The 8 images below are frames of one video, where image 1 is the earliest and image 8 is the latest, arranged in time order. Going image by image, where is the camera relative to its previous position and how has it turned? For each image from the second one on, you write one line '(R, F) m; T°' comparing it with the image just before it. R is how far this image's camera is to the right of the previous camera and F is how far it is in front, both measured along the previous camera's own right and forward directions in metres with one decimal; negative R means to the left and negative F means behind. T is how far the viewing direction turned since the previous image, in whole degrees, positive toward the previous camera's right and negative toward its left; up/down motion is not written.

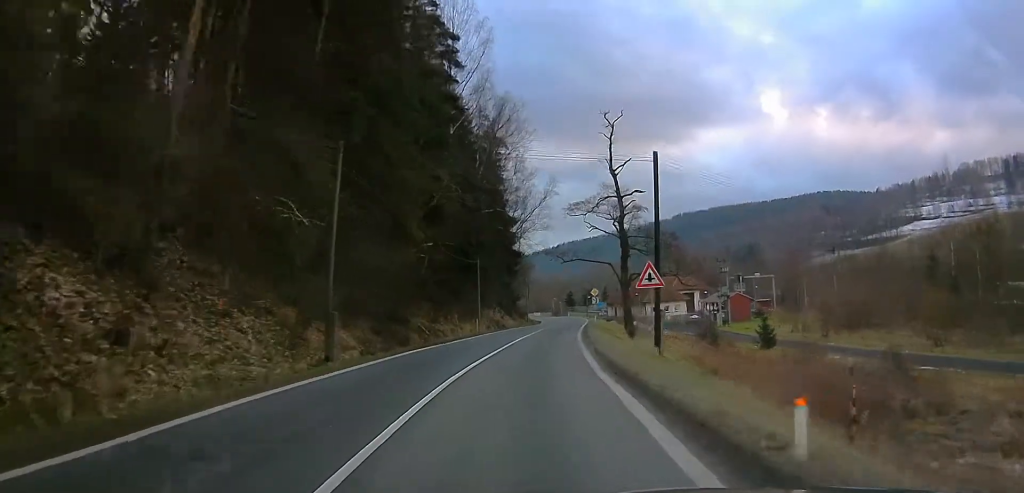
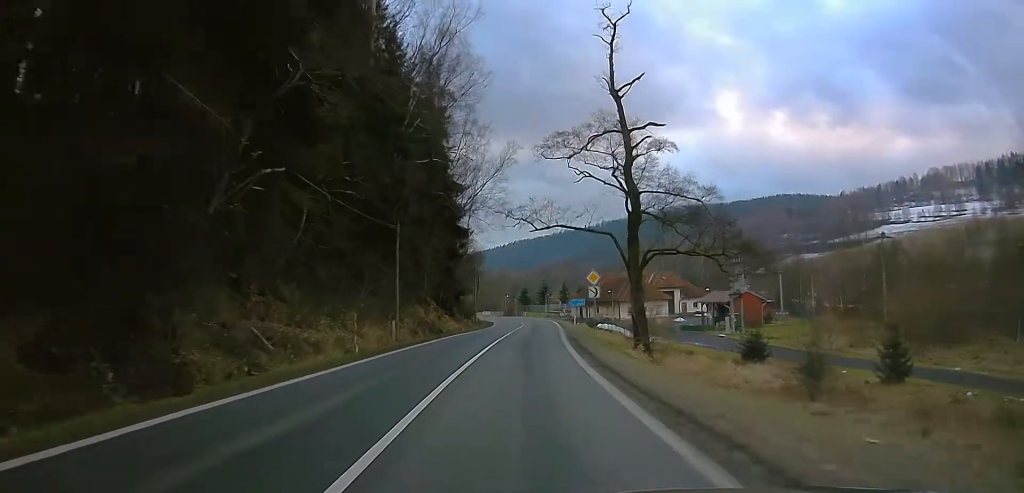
(+1.0, +20.8) m; +5°
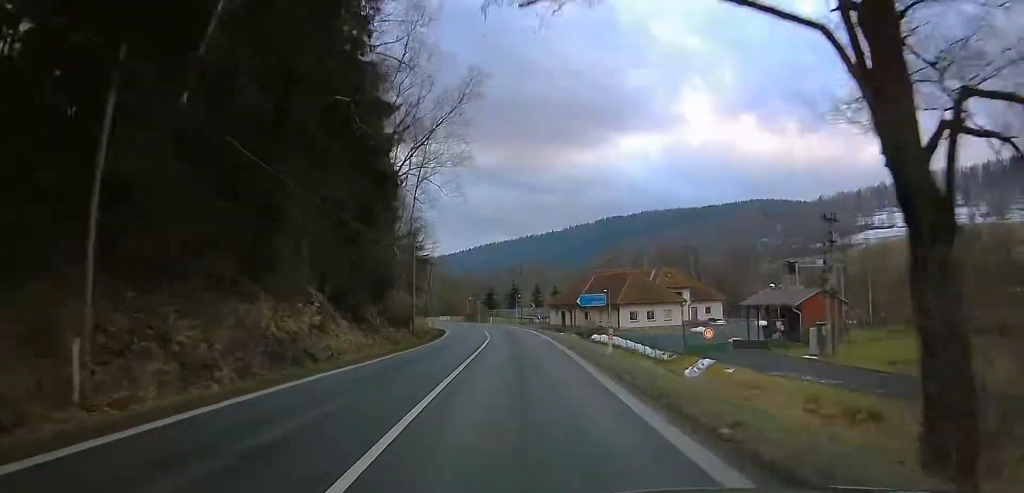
(+0.5, +26.2) m; -1°
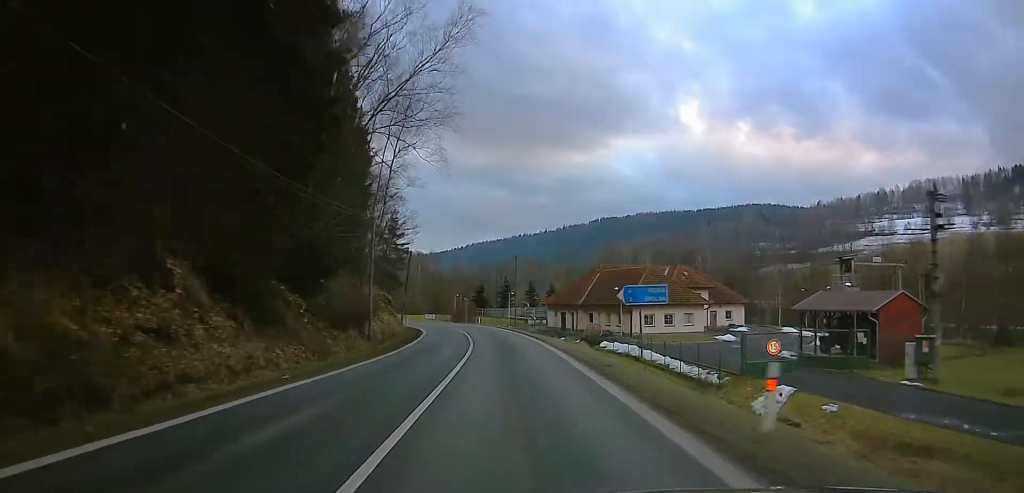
(-0.4, +12.3) m; -1°
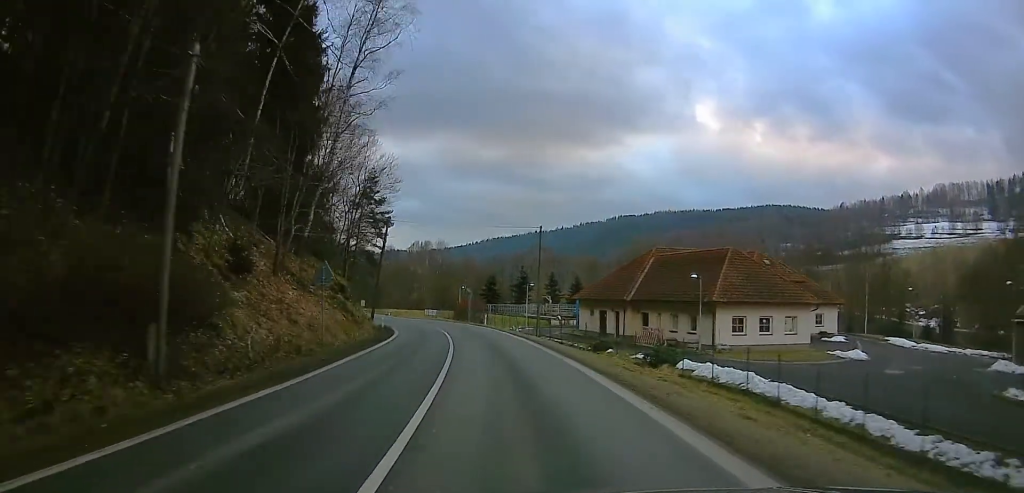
(-0.3, +21.8) m; -1°
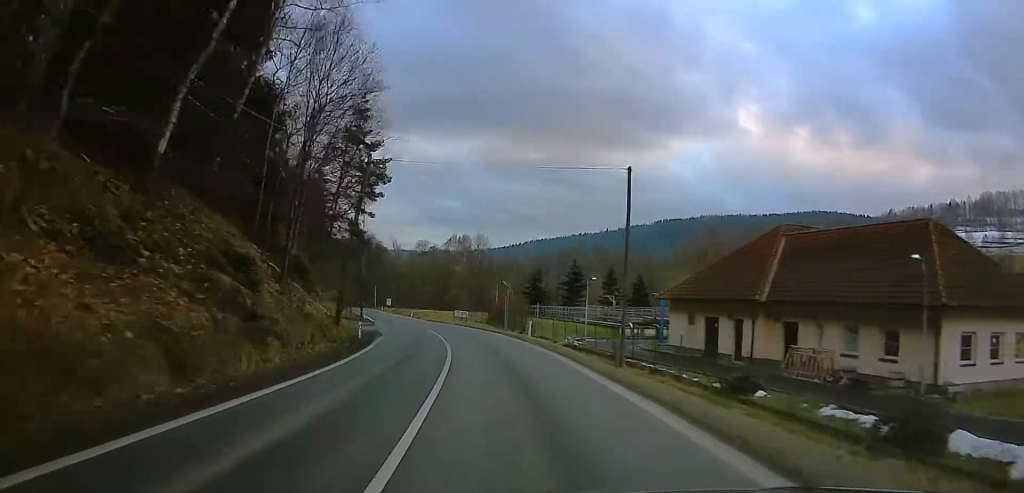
(0.0, +20.3) m; 0°
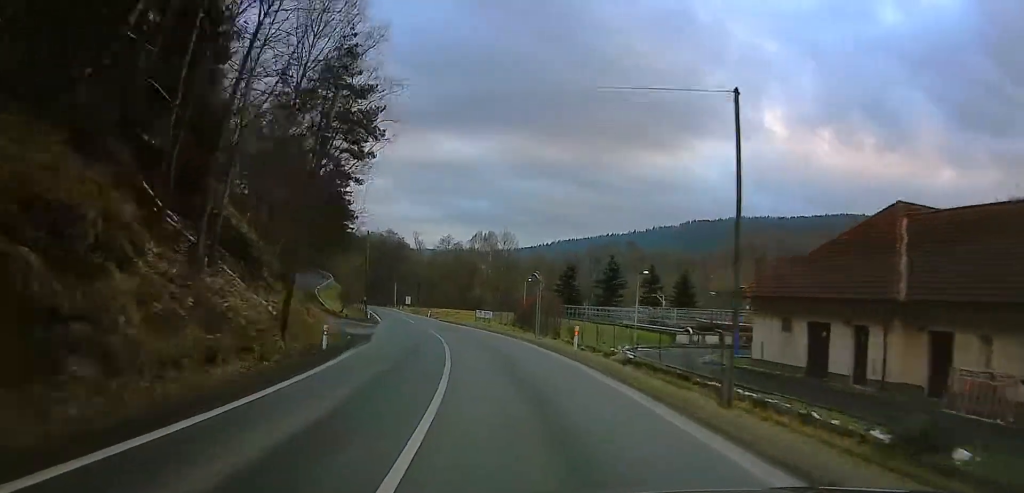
(0.0, +10.3) m; 0°
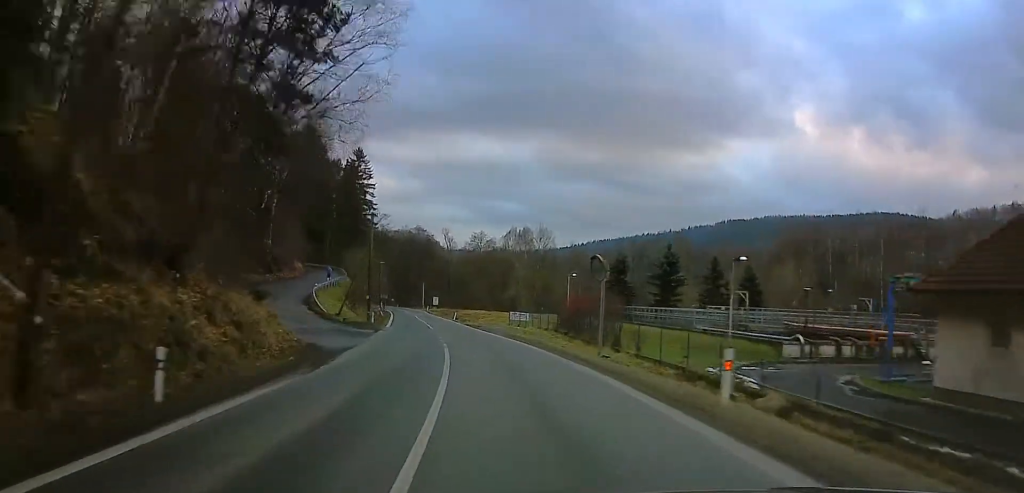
(0.0, +12.4) m; 0°
